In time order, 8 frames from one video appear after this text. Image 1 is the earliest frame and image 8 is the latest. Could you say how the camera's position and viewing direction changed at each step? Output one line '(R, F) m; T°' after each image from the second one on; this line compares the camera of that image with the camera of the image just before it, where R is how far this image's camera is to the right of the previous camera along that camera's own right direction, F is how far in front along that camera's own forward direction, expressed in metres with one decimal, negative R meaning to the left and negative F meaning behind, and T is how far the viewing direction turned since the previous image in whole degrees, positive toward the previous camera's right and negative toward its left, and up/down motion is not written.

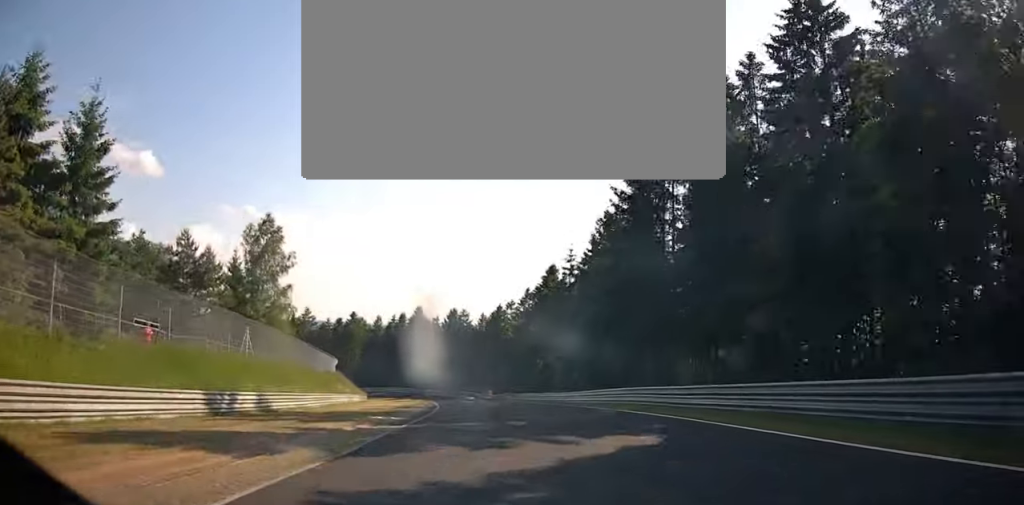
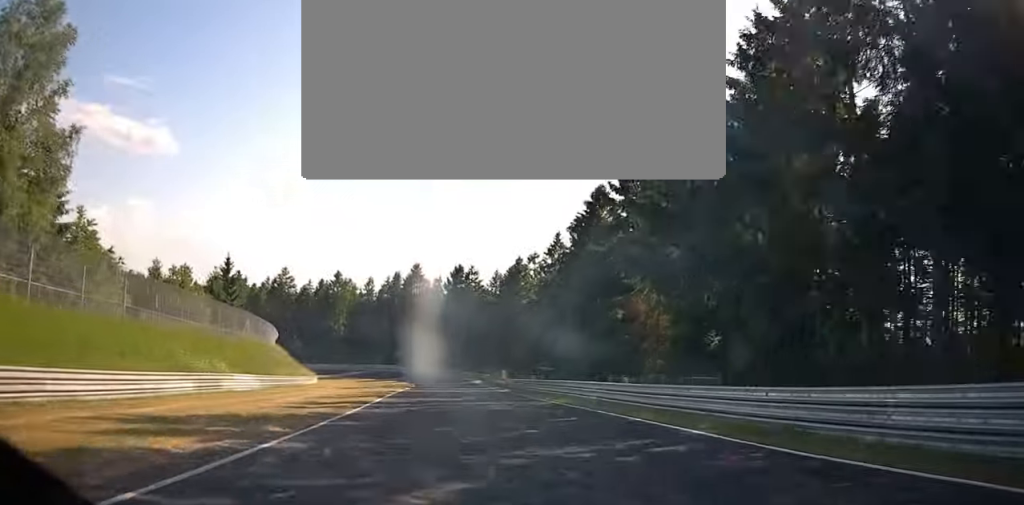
(-0.3, +31.9) m; +1°
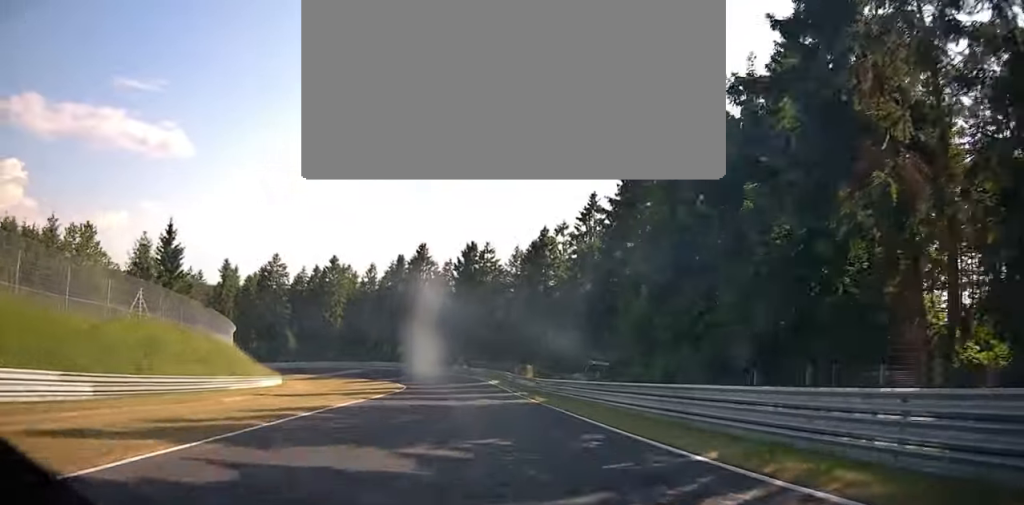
(+0.1, +19.1) m; -1°
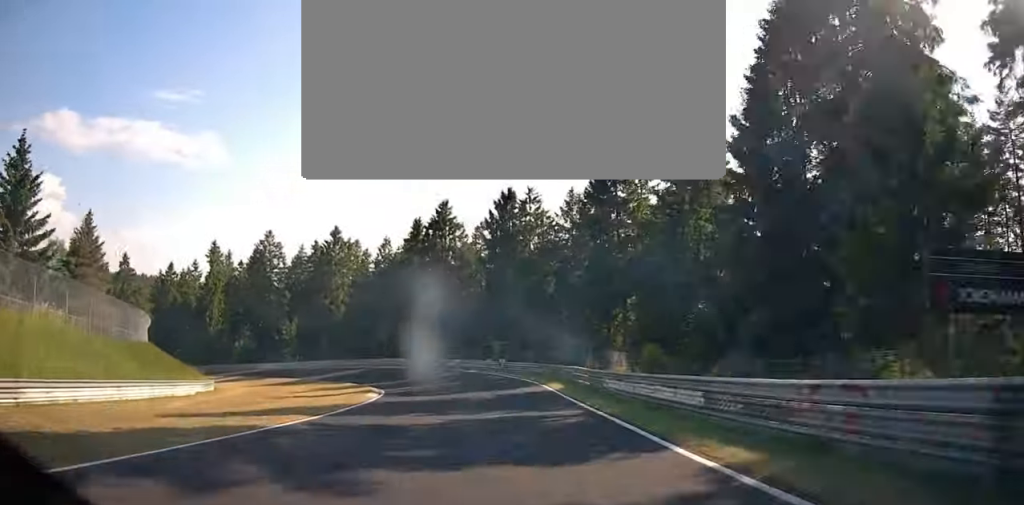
(+0.5, +27.1) m; -4°
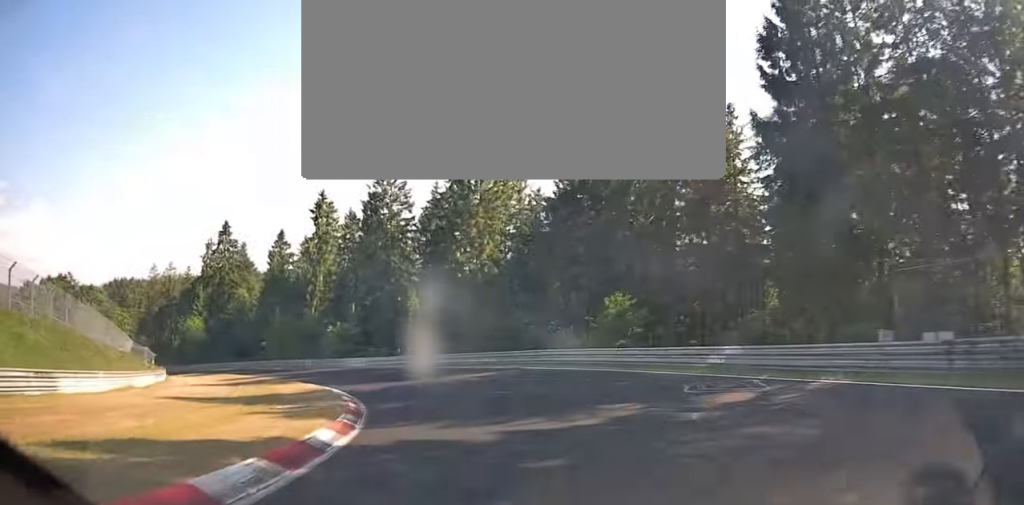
(-7.4, +41.0) m; -26°
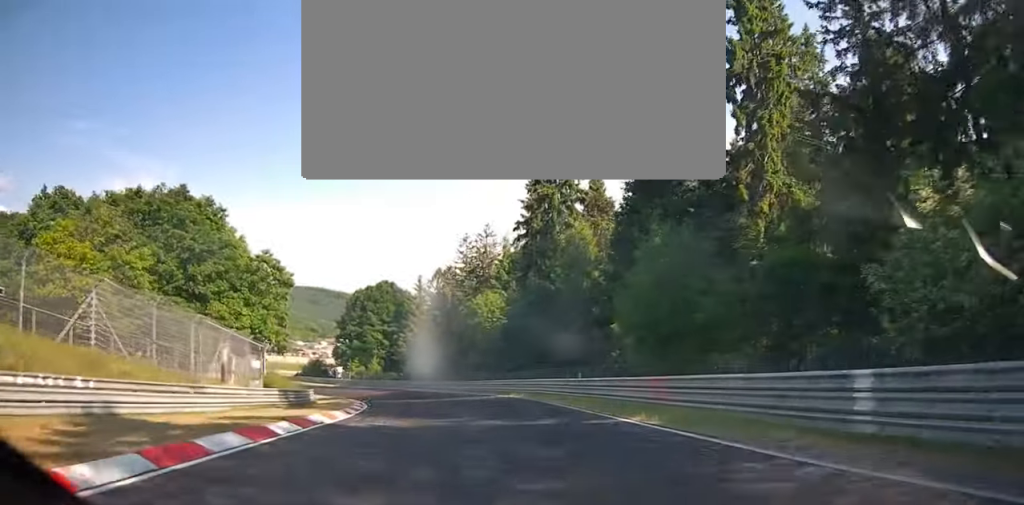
(-21.0, +61.5) m; -33°
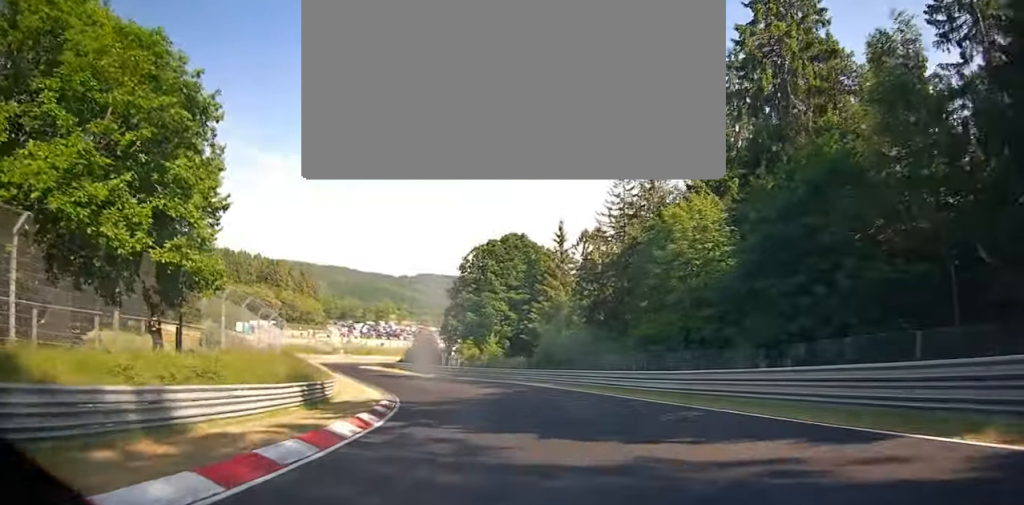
(-3.8, +30.7) m; -20°
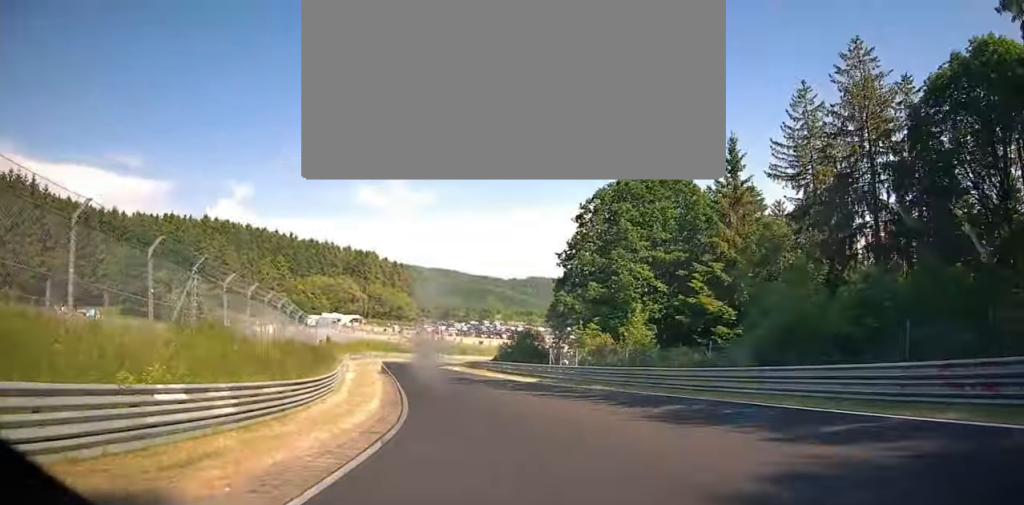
(-5.5, +24.6) m; -16°
